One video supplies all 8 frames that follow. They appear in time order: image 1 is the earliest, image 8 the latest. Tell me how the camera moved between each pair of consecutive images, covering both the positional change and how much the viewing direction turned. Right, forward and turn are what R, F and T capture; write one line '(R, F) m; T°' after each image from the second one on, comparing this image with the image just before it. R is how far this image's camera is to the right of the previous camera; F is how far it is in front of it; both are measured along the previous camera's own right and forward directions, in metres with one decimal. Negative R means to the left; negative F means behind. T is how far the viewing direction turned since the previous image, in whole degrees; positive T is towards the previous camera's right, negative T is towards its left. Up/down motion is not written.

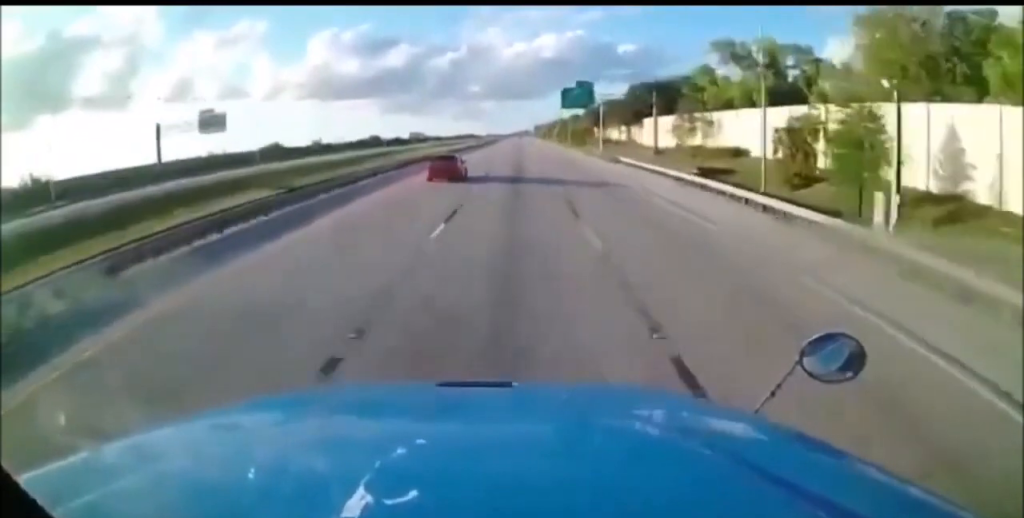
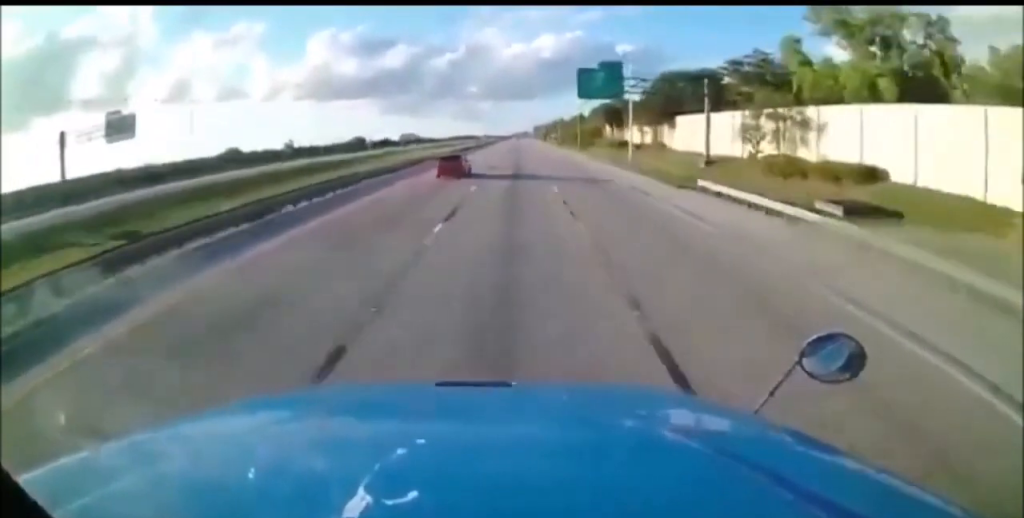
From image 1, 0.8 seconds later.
(-0.1, +22.6) m; 0°
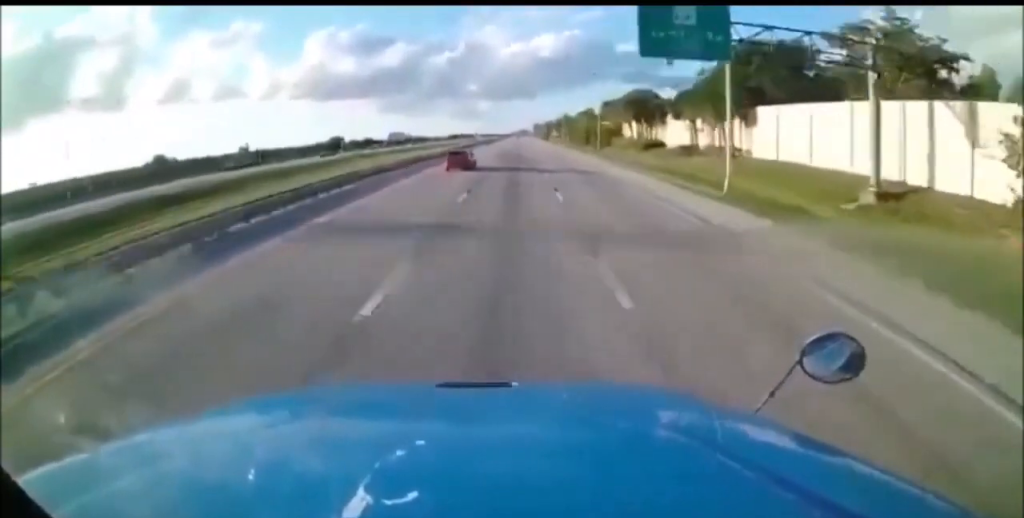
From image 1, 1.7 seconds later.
(0.0, +28.7) m; 0°
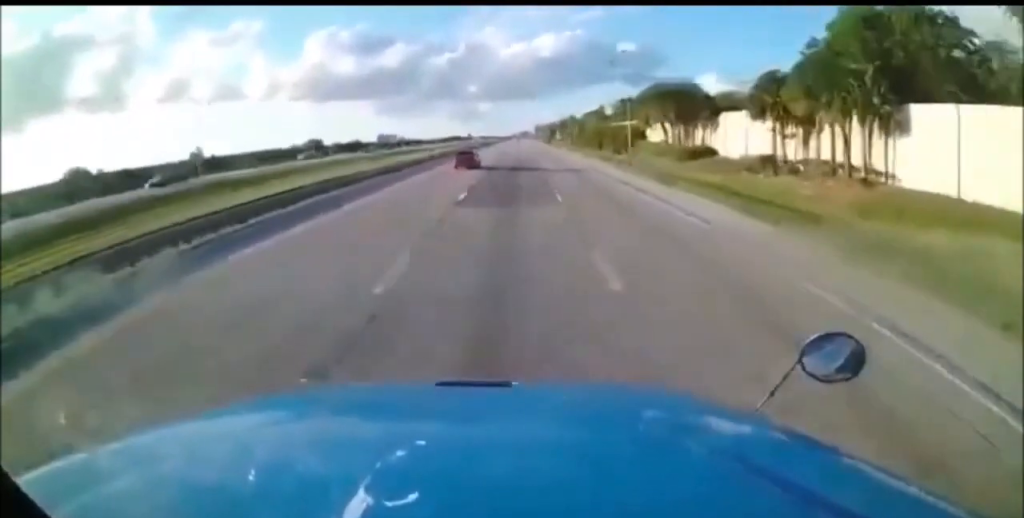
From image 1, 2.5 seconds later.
(0.0, +22.9) m; 0°
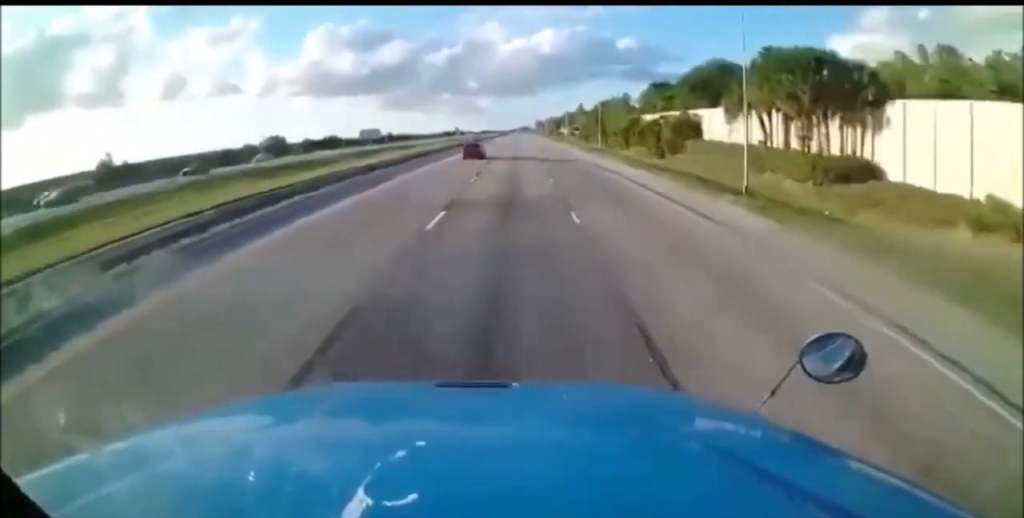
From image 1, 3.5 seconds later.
(0.0, +31.5) m; +1°
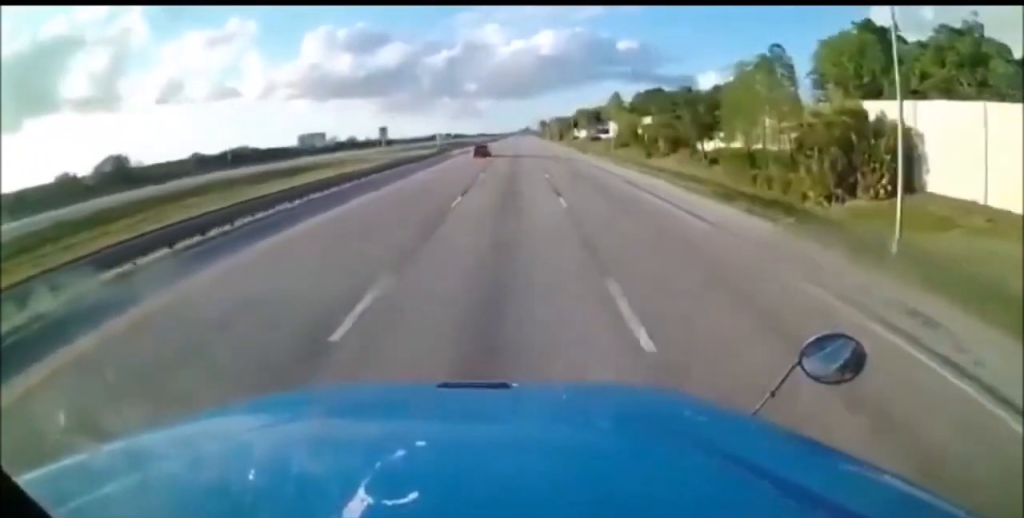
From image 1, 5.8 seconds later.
(+1.1, +68.2) m; +1°
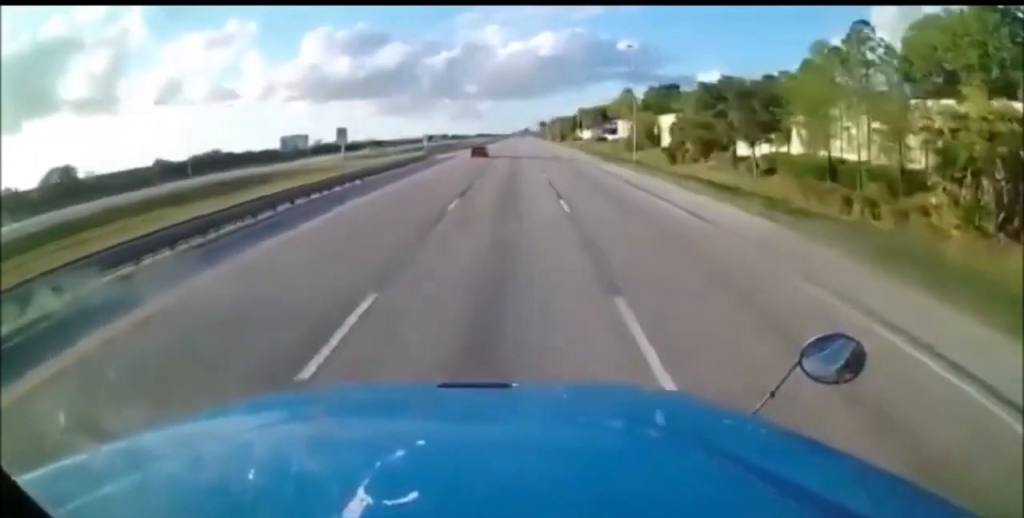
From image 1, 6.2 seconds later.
(0.0, +13.1) m; 0°
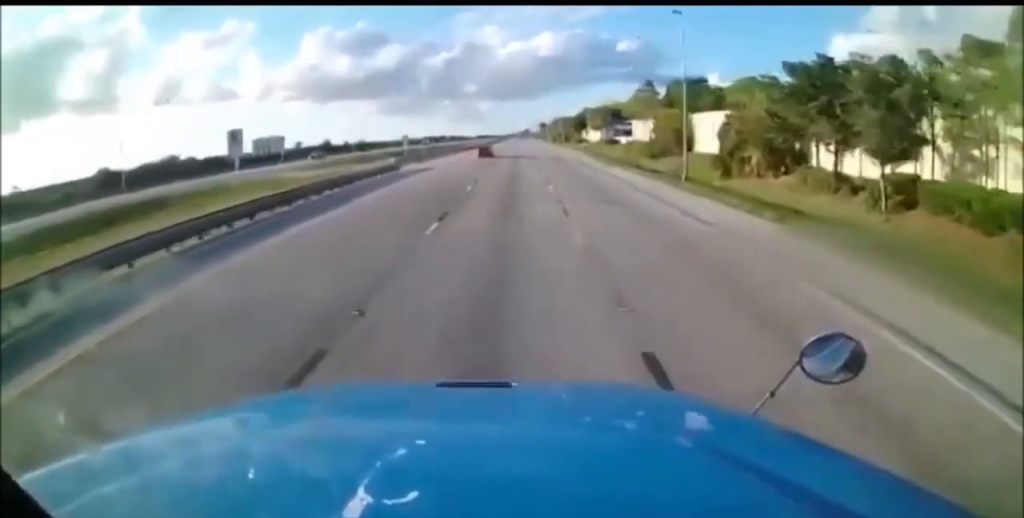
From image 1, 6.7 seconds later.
(0.0, +15.4) m; 0°
